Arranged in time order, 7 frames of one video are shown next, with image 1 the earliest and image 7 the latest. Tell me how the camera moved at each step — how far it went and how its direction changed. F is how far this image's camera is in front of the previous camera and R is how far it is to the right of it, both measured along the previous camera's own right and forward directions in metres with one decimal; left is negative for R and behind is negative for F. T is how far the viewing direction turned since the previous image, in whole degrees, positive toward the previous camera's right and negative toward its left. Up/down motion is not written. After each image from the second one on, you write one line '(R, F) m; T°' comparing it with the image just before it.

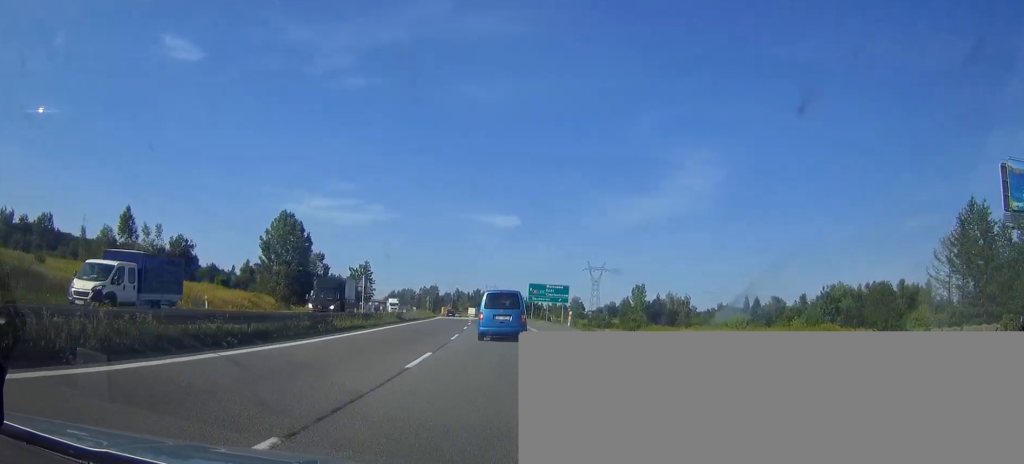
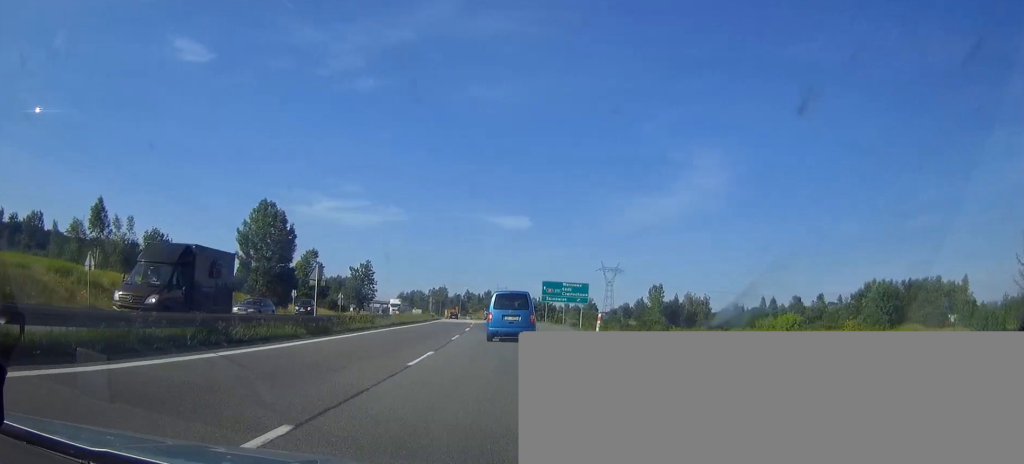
(+0.1, +11.5) m; -1°
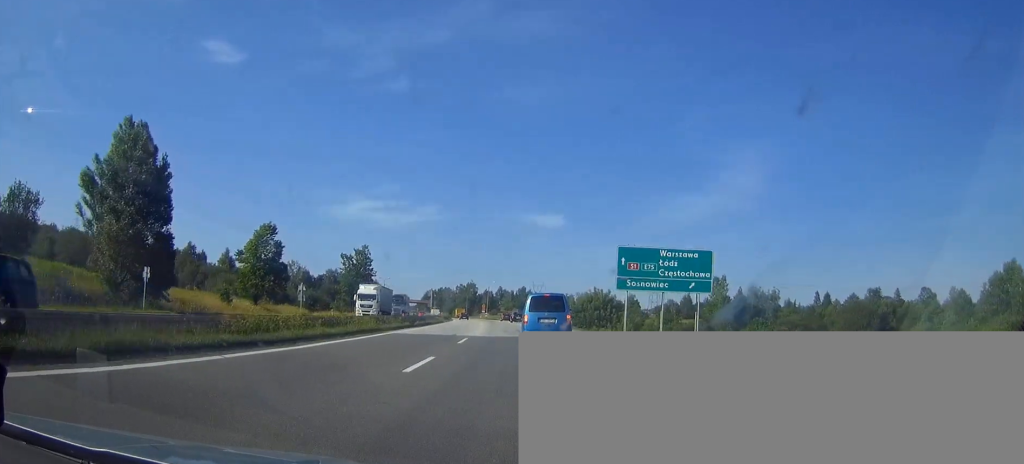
(-1.1, +38.0) m; -2°
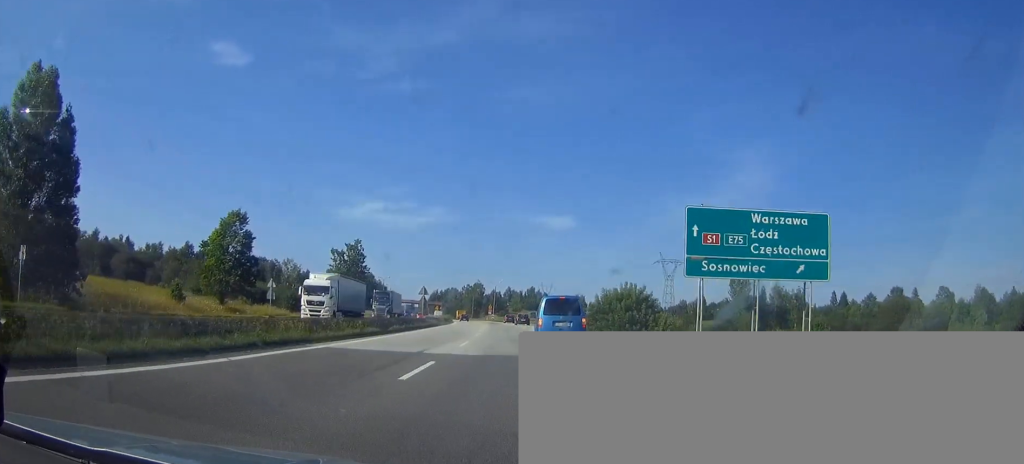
(+0.2, +13.3) m; -1°
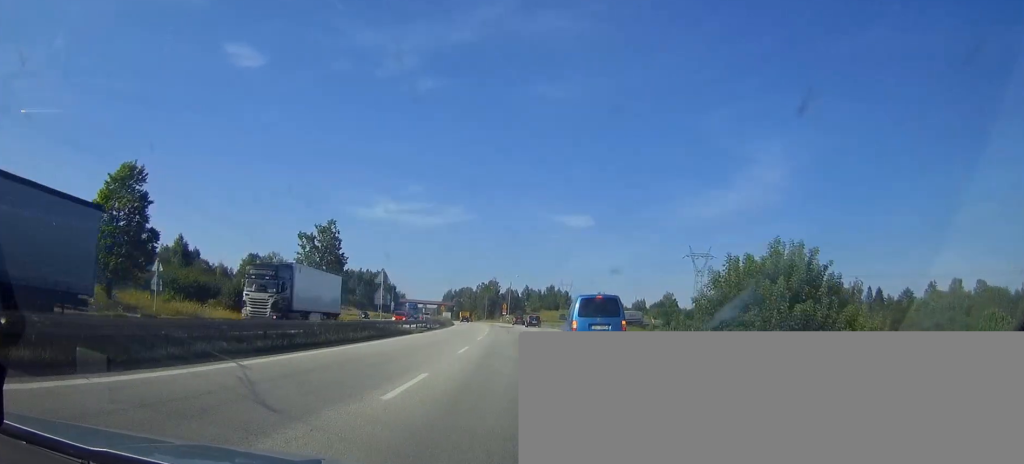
(-0.7, +26.8) m; -2°
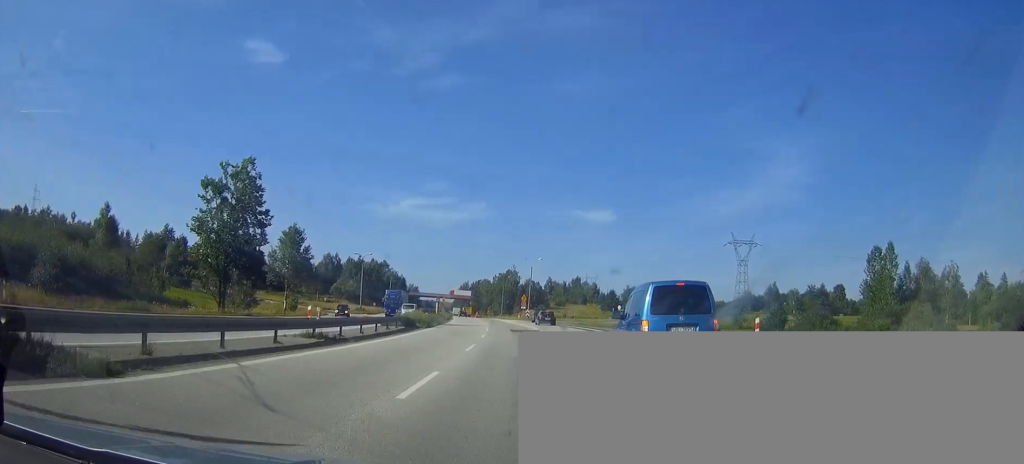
(-0.2, +36.2) m; -1°
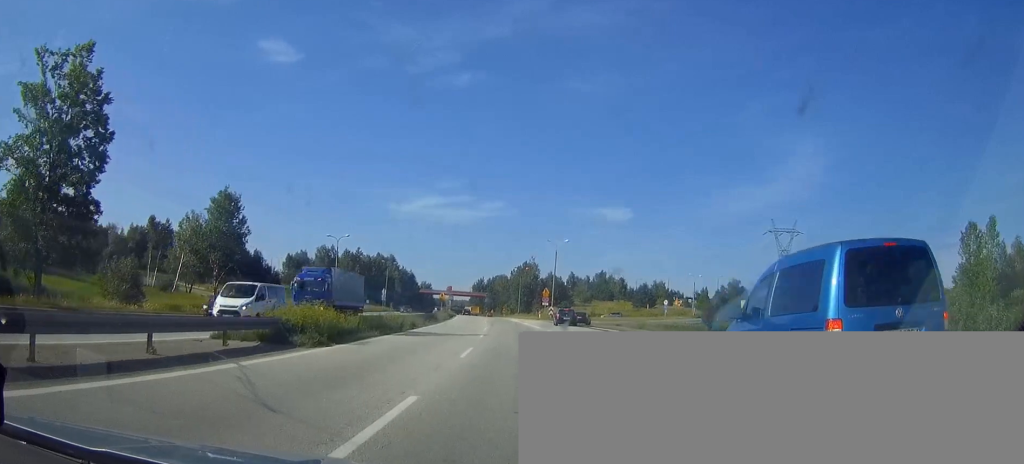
(-0.4, +28.4) m; -2°
